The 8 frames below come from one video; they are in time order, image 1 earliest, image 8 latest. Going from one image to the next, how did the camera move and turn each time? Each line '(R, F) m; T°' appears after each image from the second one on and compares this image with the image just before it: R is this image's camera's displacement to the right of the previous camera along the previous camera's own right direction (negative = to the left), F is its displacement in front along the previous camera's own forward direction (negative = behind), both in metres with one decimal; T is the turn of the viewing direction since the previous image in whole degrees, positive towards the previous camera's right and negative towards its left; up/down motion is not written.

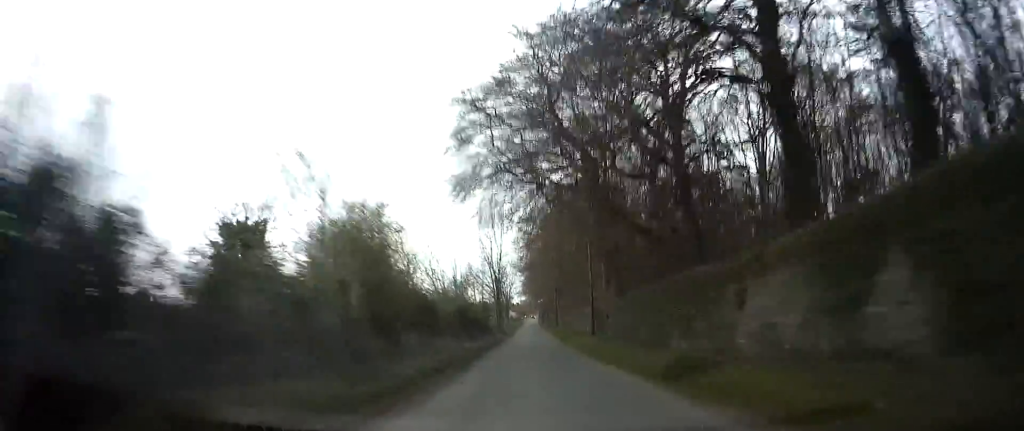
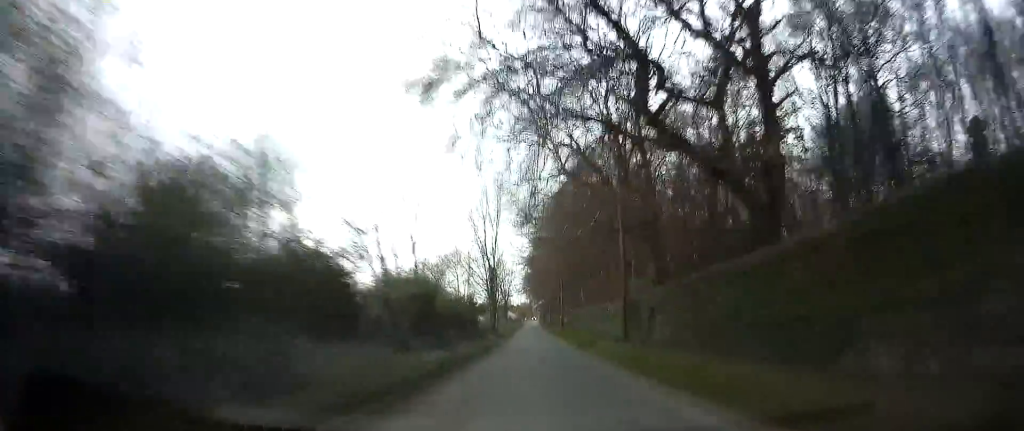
(+0.2, +13.0) m; 0°
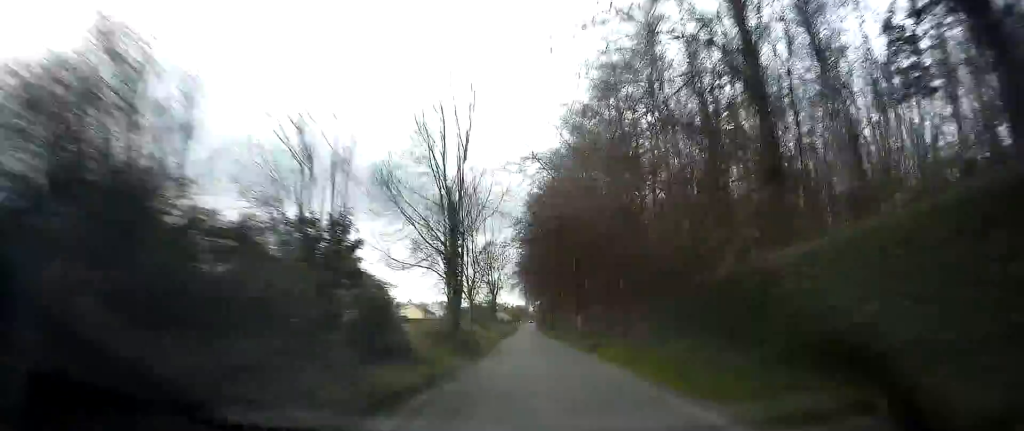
(-0.3, +25.3) m; 0°
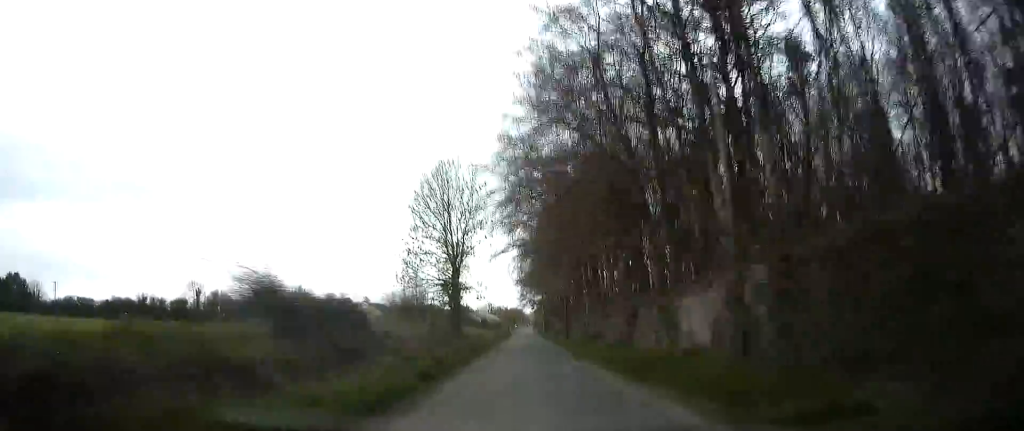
(-0.6, +38.6) m; 0°
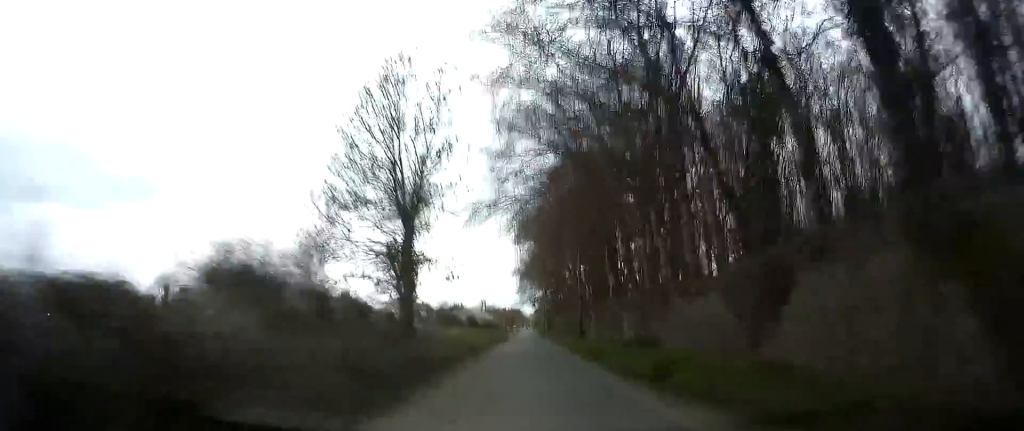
(+0.6, +15.3) m; +1°
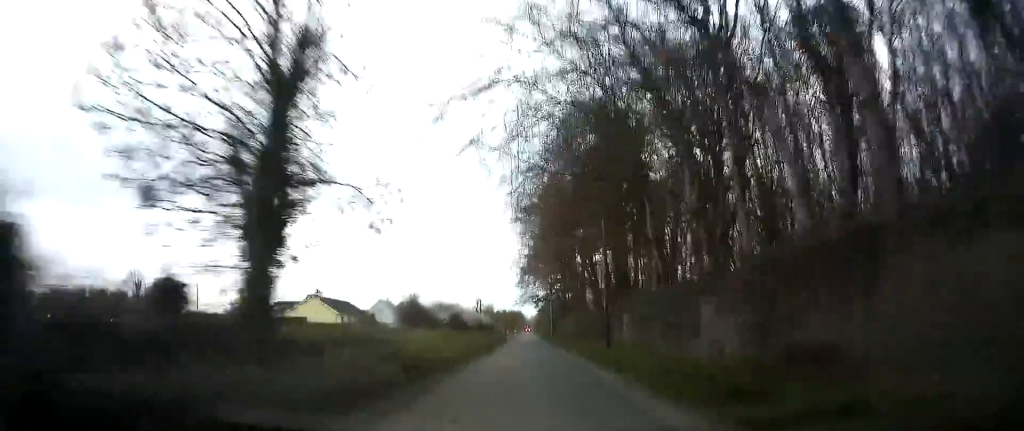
(-0.2, +12.5) m; 0°
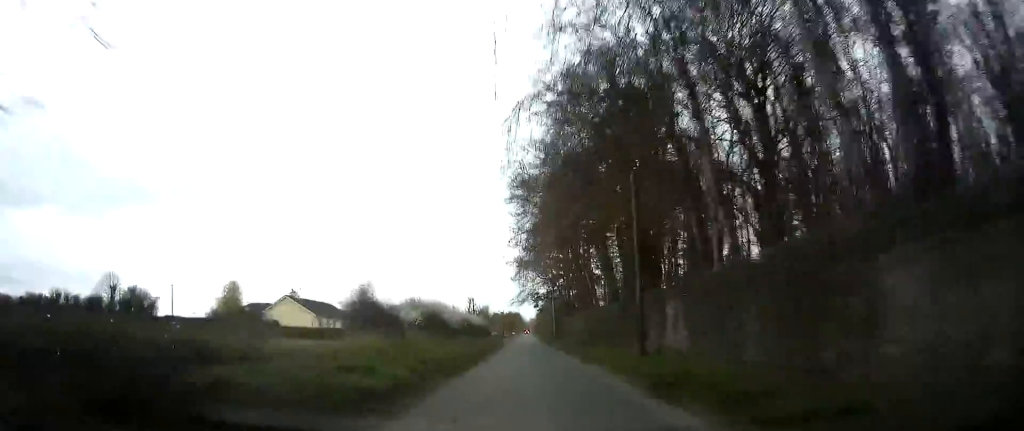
(-0.2, +9.1) m; 0°
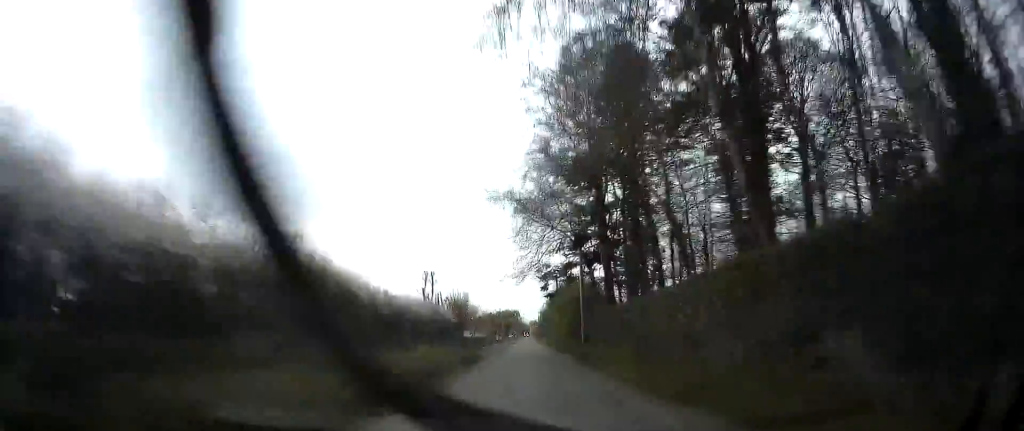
(+1.1, +31.3) m; +3°
